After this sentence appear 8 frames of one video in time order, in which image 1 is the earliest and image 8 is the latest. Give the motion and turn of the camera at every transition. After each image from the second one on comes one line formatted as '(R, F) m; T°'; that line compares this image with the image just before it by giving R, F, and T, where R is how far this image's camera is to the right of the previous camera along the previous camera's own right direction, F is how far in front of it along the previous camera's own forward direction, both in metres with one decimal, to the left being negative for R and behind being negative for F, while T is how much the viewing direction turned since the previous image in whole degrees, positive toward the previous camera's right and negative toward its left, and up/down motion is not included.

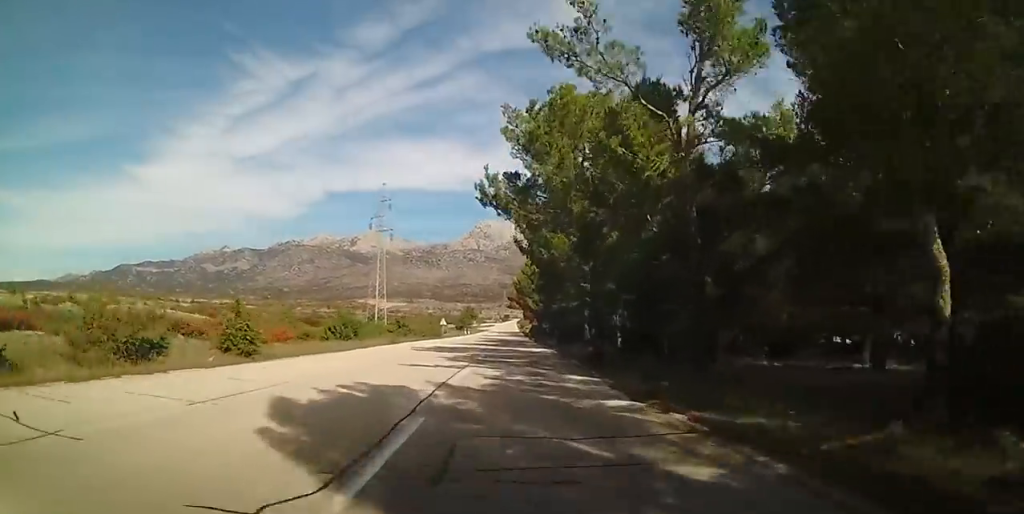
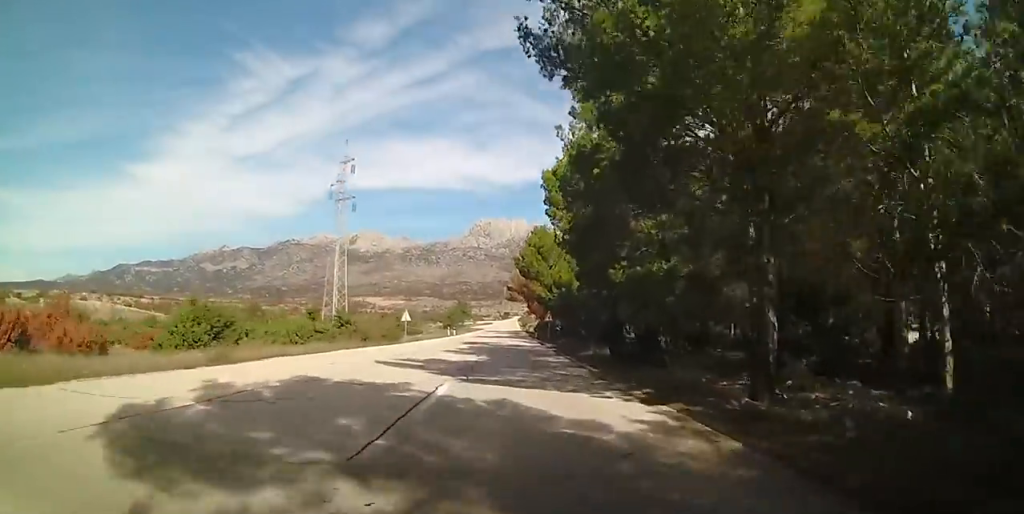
(0.0, +22.7) m; 0°
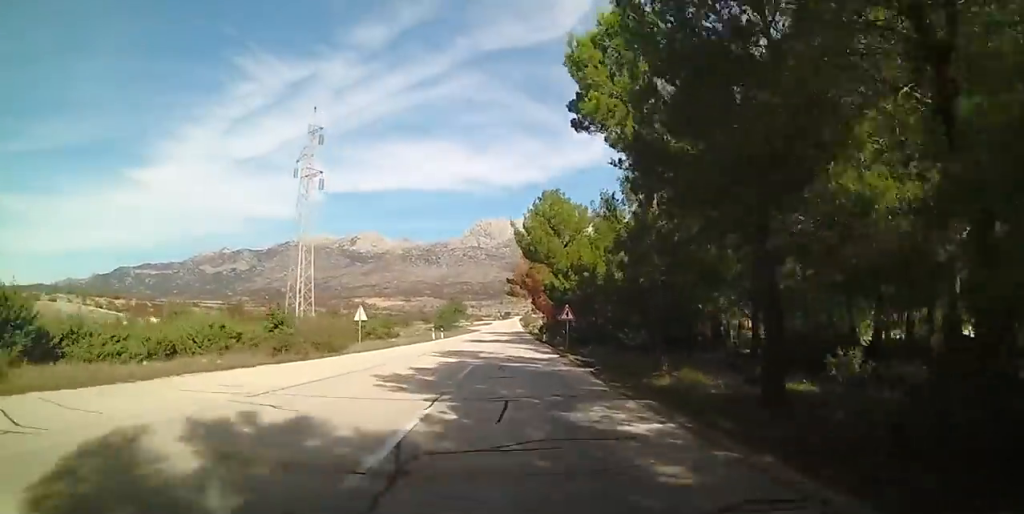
(0.0, +12.8) m; 0°
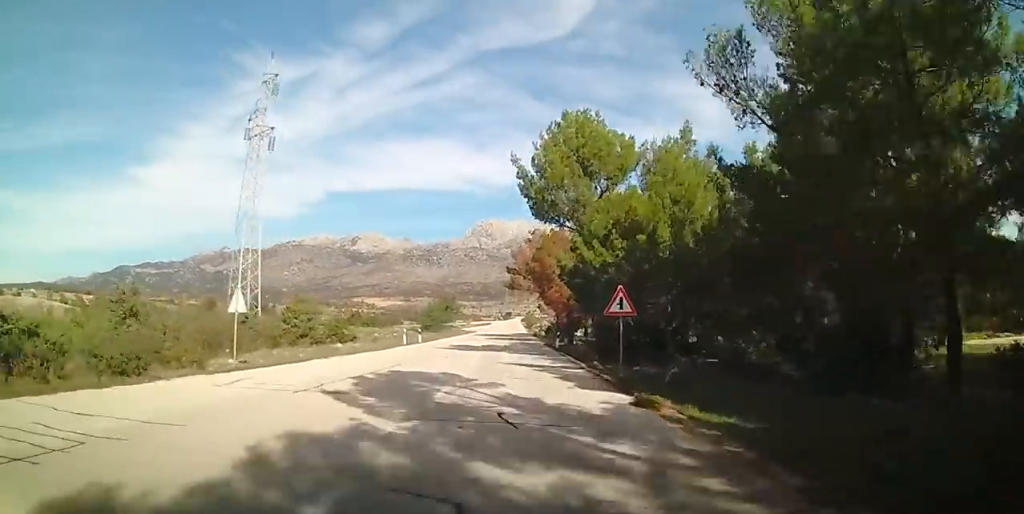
(0.0, +13.4) m; 0°
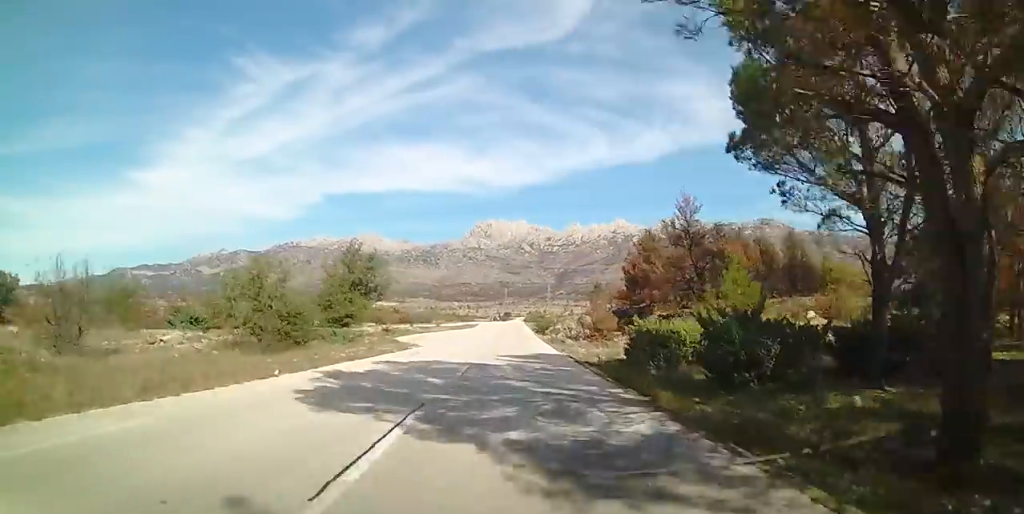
(-0.1, +48.3) m; 0°
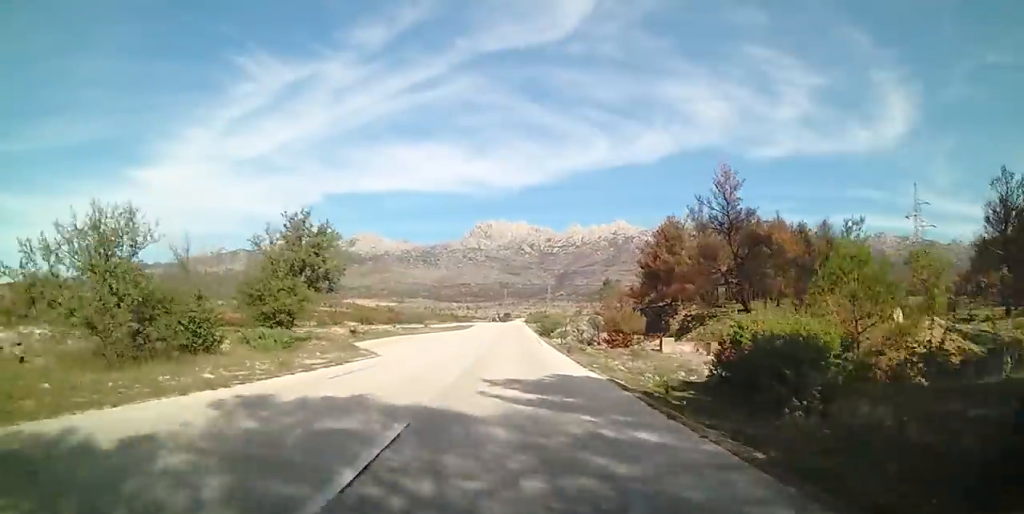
(0.0, +9.8) m; 0°
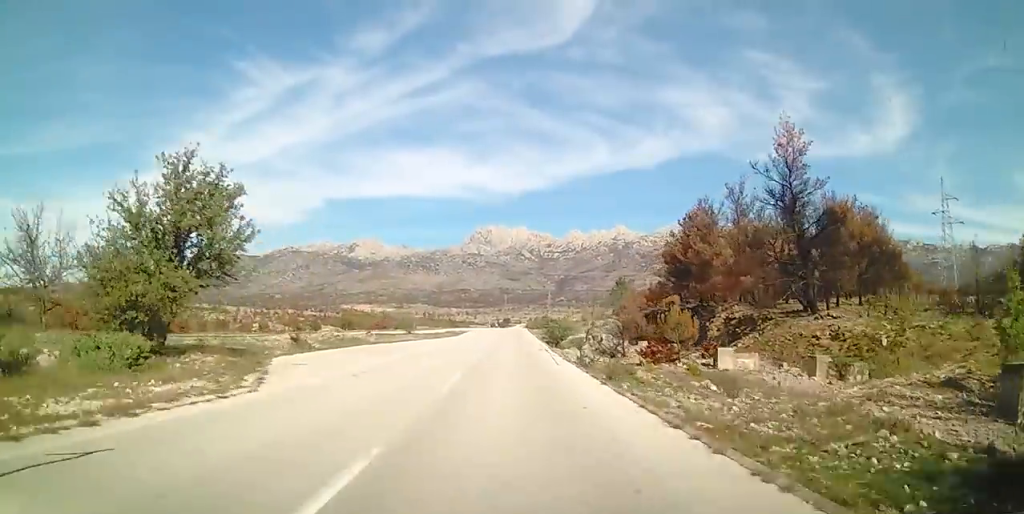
(0.0, +10.4) m; 0°
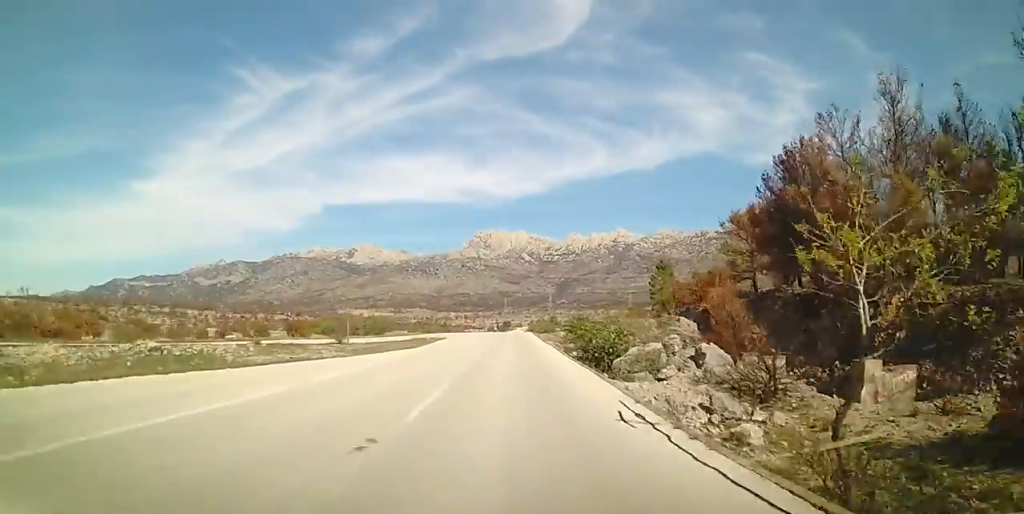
(0.0, +21.1) m; 0°
